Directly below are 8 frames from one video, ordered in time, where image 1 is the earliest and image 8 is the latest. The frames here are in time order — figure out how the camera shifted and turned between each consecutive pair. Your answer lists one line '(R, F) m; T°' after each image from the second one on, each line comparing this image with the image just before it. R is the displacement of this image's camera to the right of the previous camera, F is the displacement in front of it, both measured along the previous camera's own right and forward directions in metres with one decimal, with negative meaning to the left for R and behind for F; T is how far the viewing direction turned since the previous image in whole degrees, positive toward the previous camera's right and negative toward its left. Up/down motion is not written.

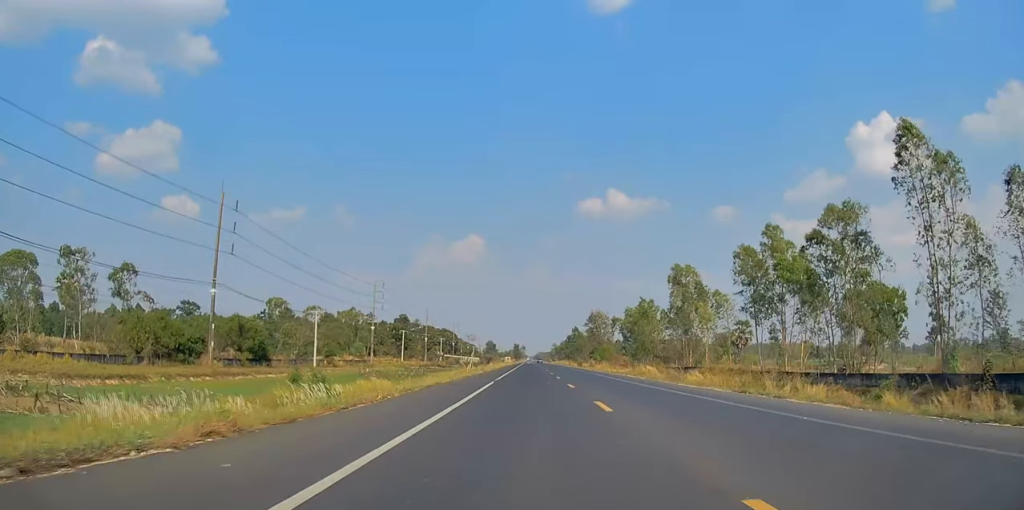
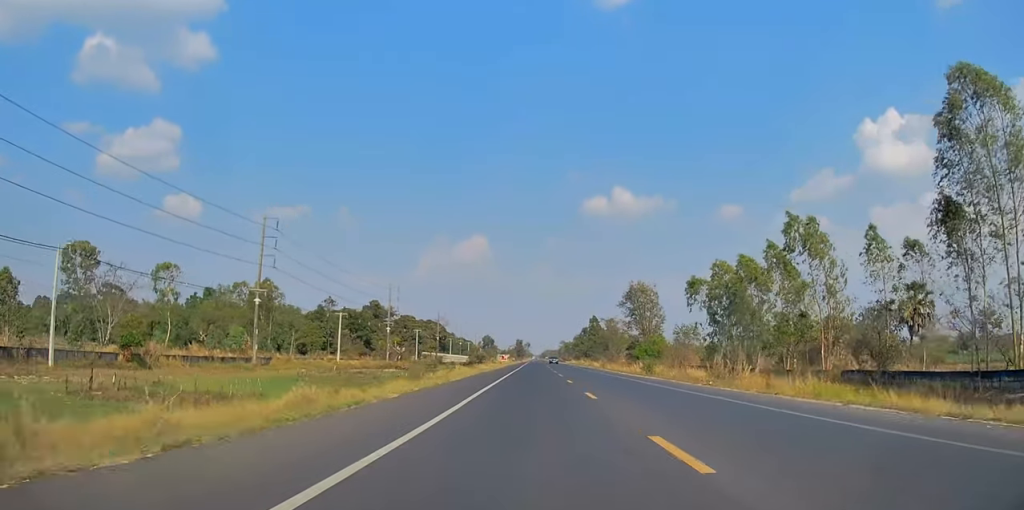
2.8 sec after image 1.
(-0.4, +67.7) m; -2°
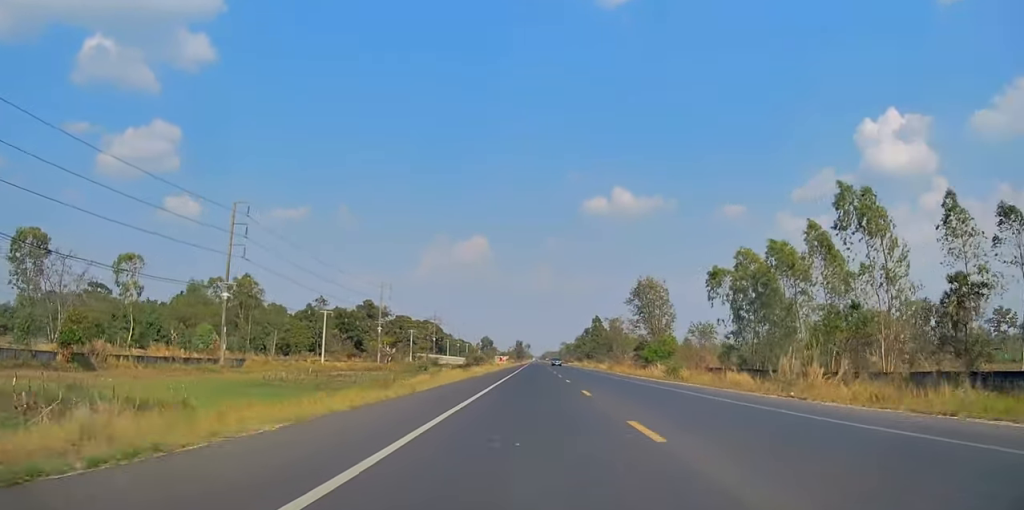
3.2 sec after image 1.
(-0.2, +9.5) m; 0°
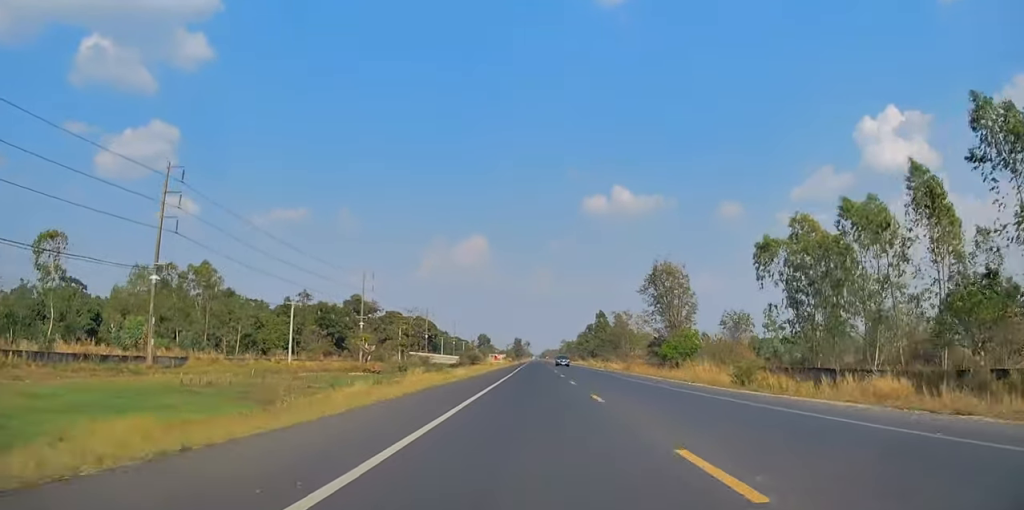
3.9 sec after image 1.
(+0.2, +16.3) m; +1°
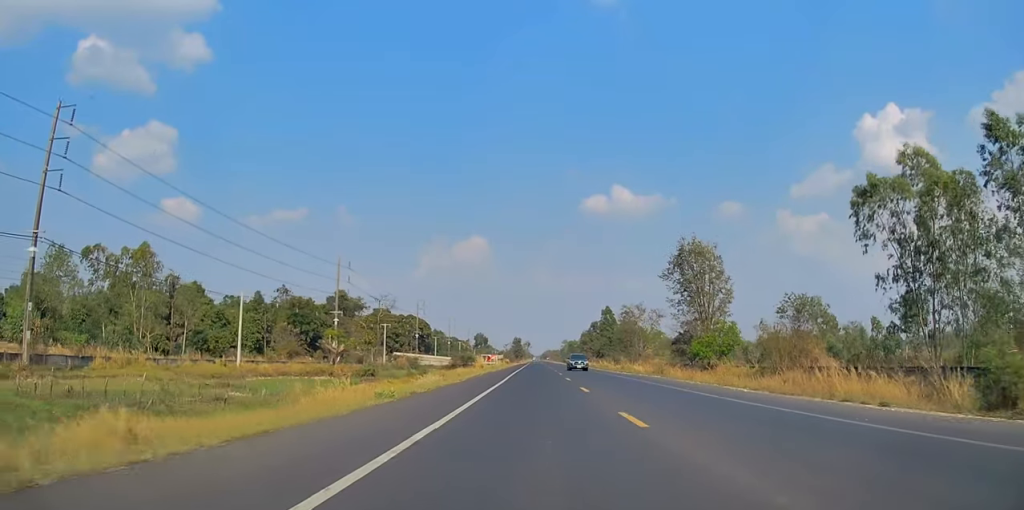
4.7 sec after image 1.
(+0.2, +17.9) m; 0°
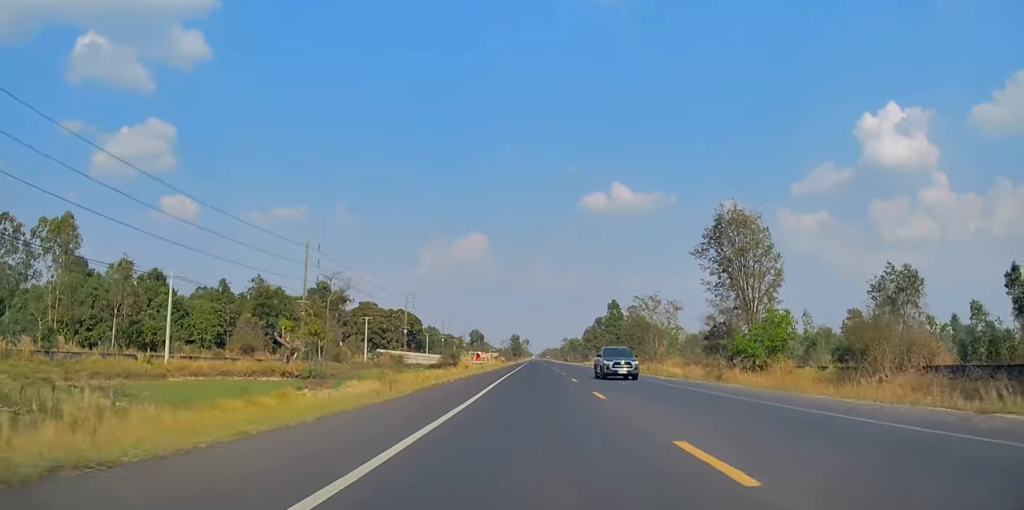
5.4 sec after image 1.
(+0.1, +17.4) m; -1°
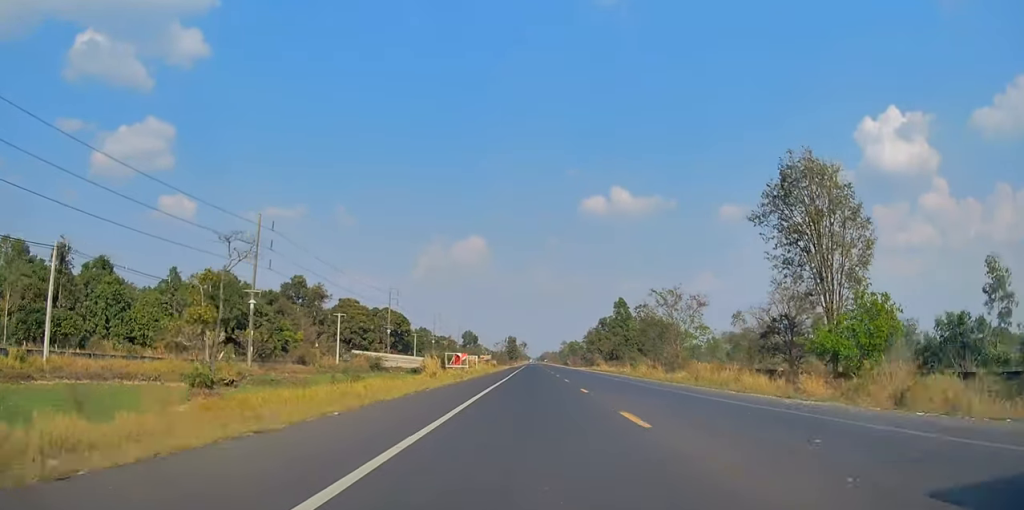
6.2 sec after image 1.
(-0.3, +19.3) m; 0°
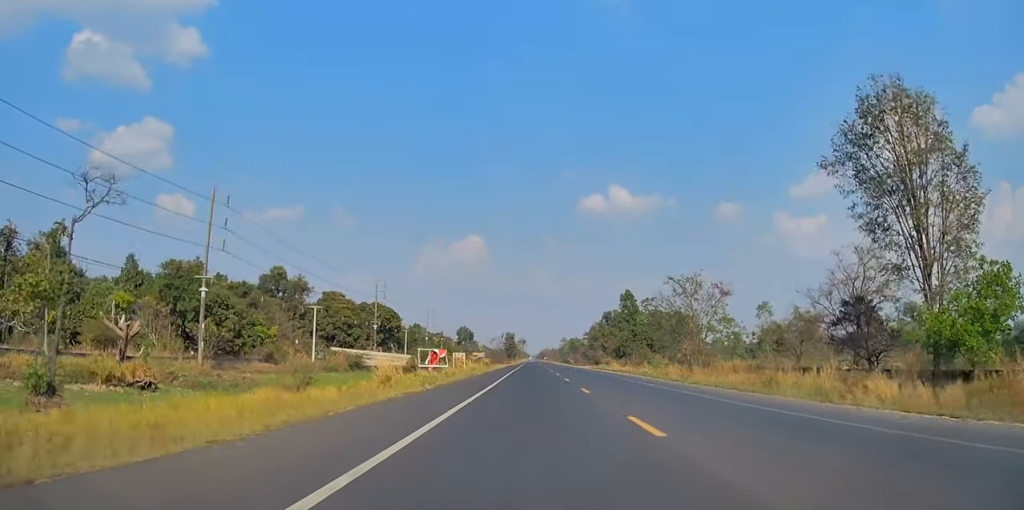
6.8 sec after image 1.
(+0.1, +12.6) m; 0°
